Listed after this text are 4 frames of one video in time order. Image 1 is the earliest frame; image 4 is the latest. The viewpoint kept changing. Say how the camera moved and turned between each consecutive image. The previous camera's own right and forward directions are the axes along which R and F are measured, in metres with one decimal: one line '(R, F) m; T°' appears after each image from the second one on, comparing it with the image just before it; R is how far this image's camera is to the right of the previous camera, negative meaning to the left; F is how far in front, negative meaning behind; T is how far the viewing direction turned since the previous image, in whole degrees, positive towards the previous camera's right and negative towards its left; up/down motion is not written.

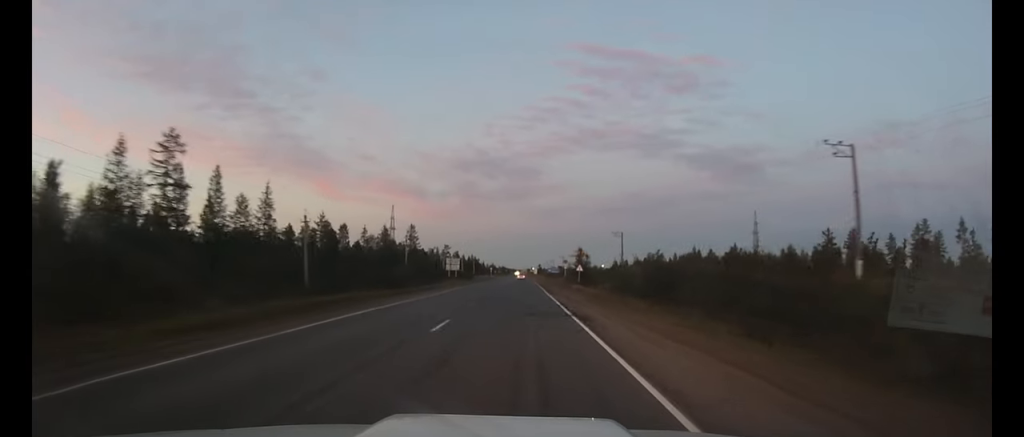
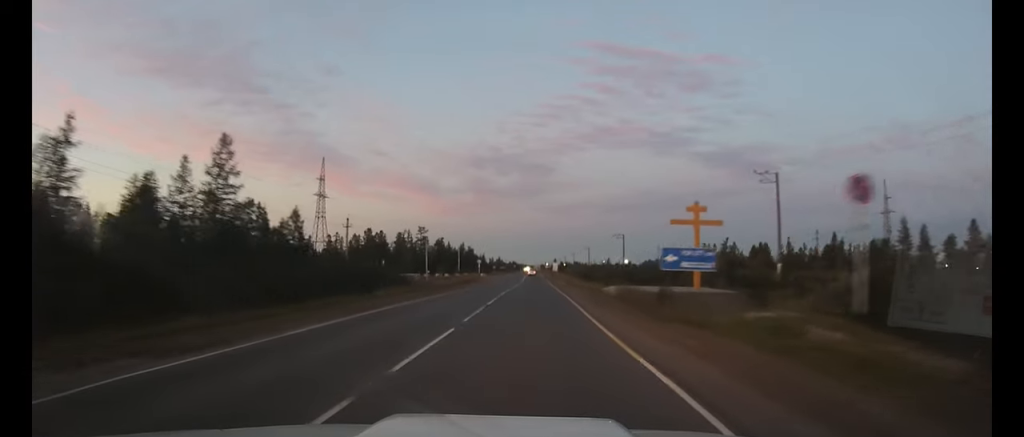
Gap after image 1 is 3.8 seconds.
(-1.0, +82.7) m; -1°
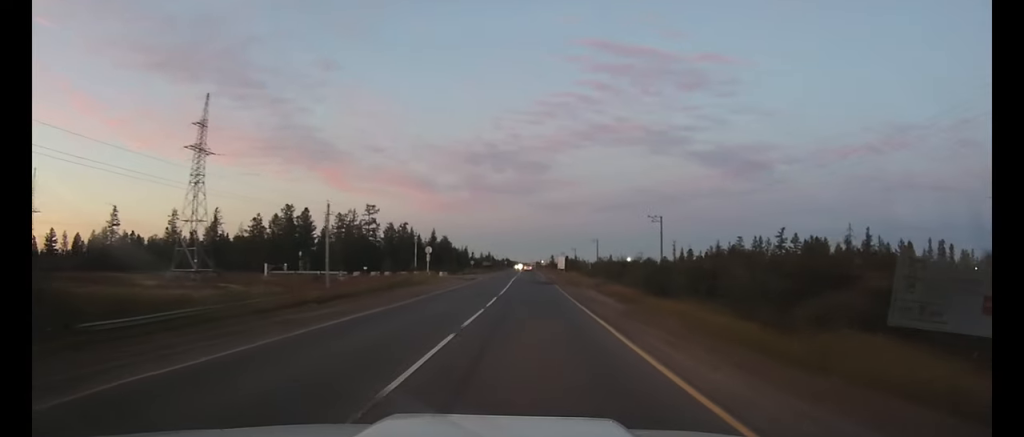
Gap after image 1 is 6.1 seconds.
(+0.1, +49.6) m; 0°
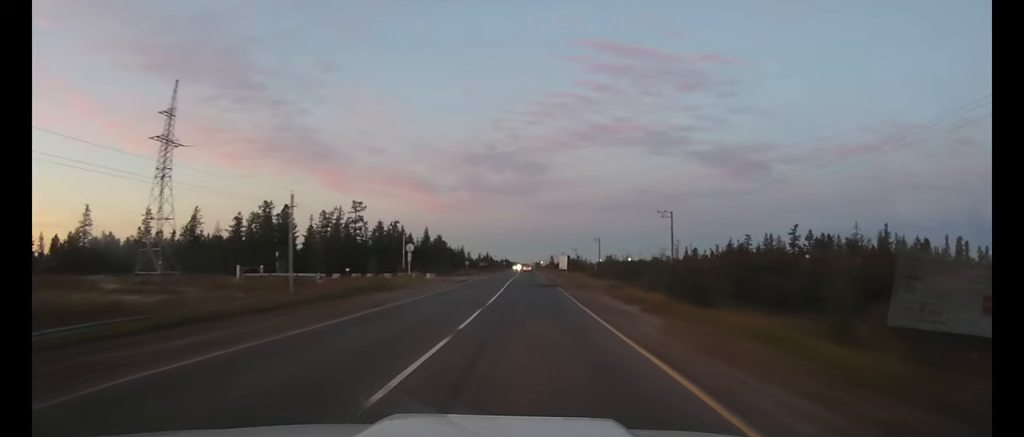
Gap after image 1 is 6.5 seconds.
(0.0, +8.6) m; 0°
